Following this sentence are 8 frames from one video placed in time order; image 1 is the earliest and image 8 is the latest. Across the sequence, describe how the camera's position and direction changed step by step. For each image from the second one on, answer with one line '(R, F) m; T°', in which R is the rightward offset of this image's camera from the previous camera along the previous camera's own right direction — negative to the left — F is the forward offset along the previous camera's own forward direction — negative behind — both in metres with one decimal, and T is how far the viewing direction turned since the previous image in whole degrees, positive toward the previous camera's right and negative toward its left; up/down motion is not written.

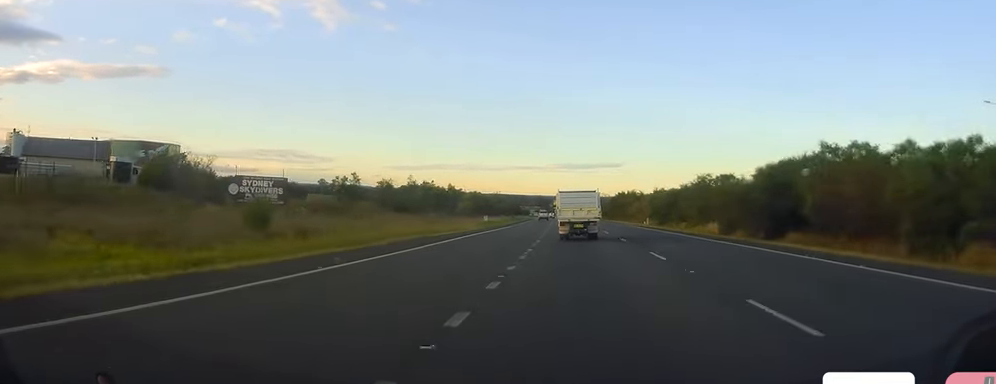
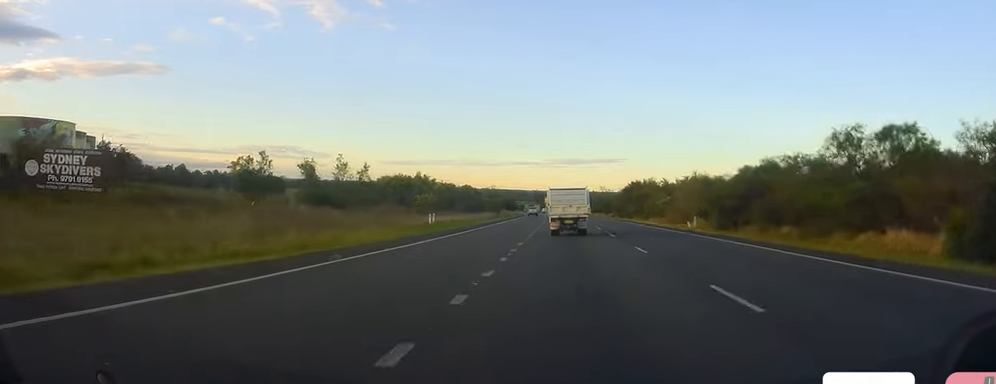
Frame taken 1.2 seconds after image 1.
(0.0, +34.1) m; 0°
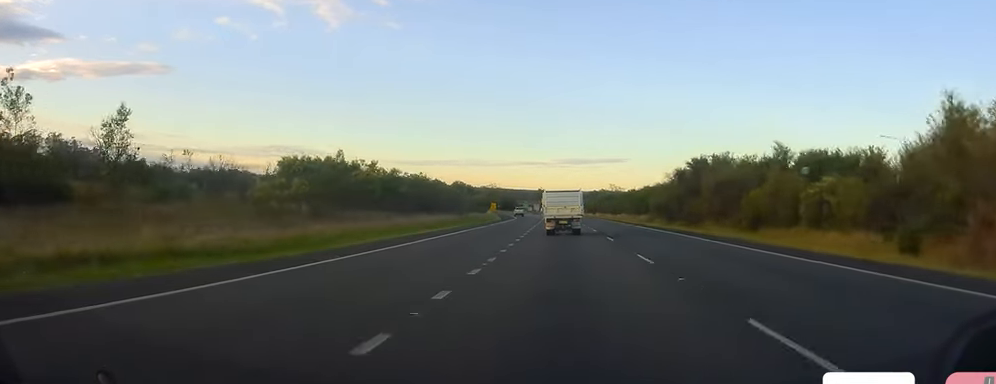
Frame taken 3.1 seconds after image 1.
(-0.4, +51.4) m; -1°
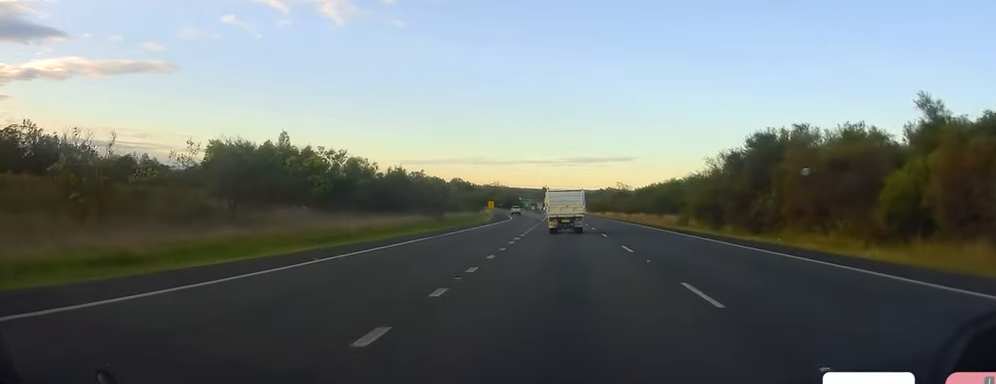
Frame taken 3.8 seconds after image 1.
(0.0, +19.7) m; 0°
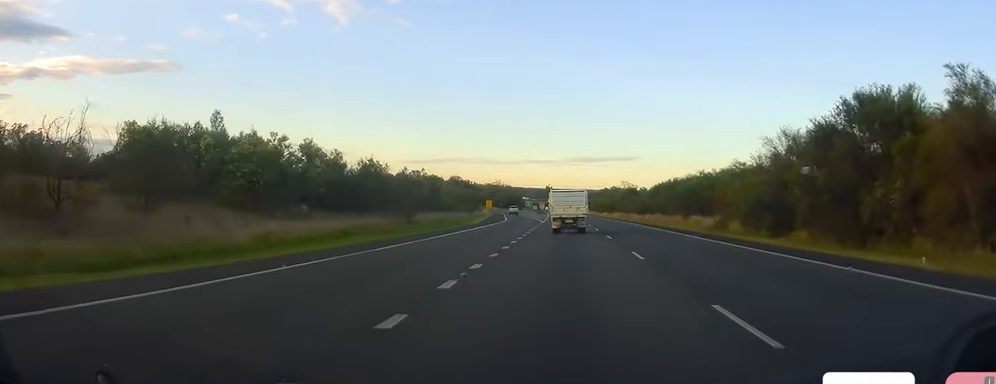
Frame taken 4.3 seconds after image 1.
(0.0, +14.9) m; 0°
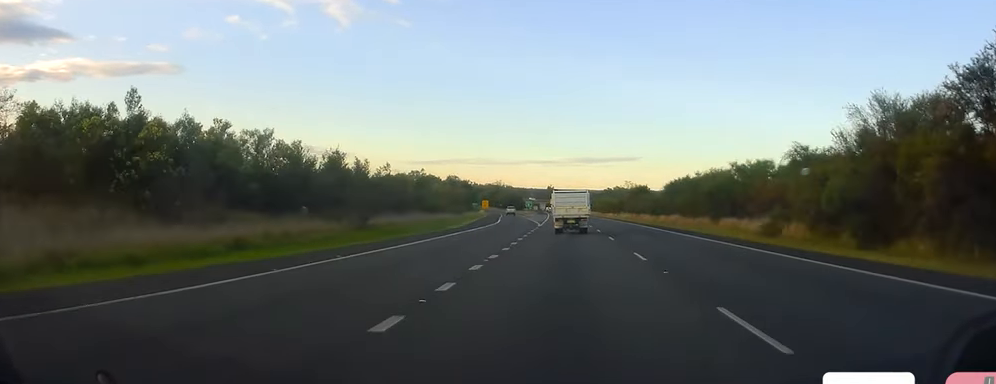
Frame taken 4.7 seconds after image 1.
(0.0, +12.1) m; 0°
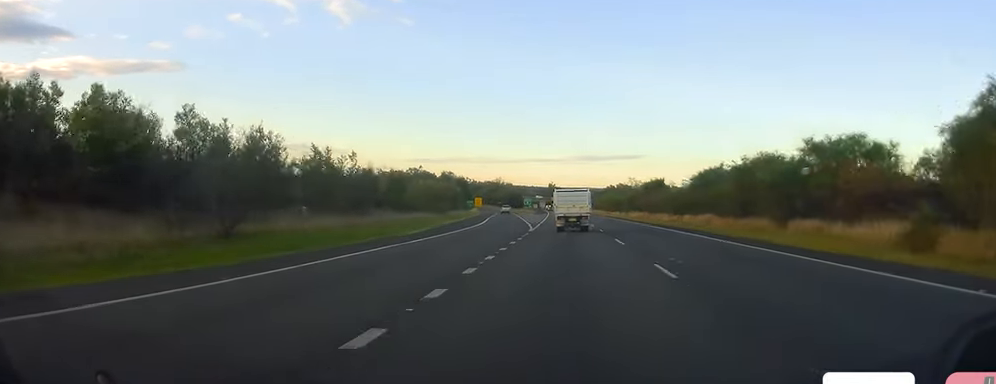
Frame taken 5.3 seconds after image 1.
(+0.2, +16.8) m; 0°
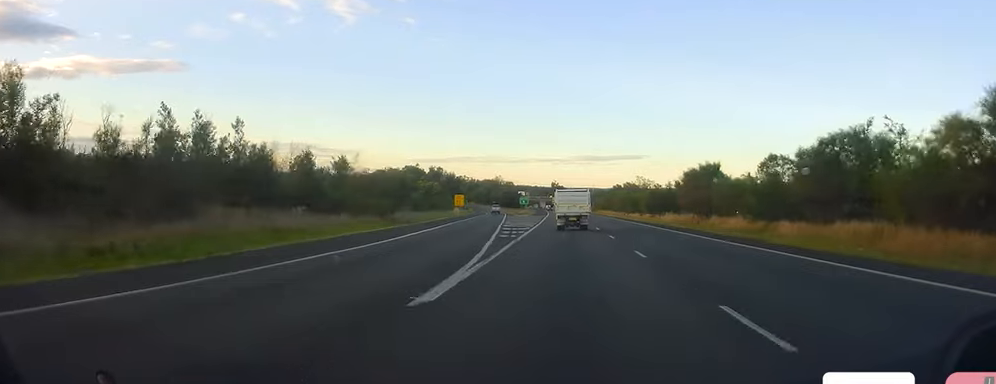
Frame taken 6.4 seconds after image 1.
(-0.5, +30.9) m; -2°
